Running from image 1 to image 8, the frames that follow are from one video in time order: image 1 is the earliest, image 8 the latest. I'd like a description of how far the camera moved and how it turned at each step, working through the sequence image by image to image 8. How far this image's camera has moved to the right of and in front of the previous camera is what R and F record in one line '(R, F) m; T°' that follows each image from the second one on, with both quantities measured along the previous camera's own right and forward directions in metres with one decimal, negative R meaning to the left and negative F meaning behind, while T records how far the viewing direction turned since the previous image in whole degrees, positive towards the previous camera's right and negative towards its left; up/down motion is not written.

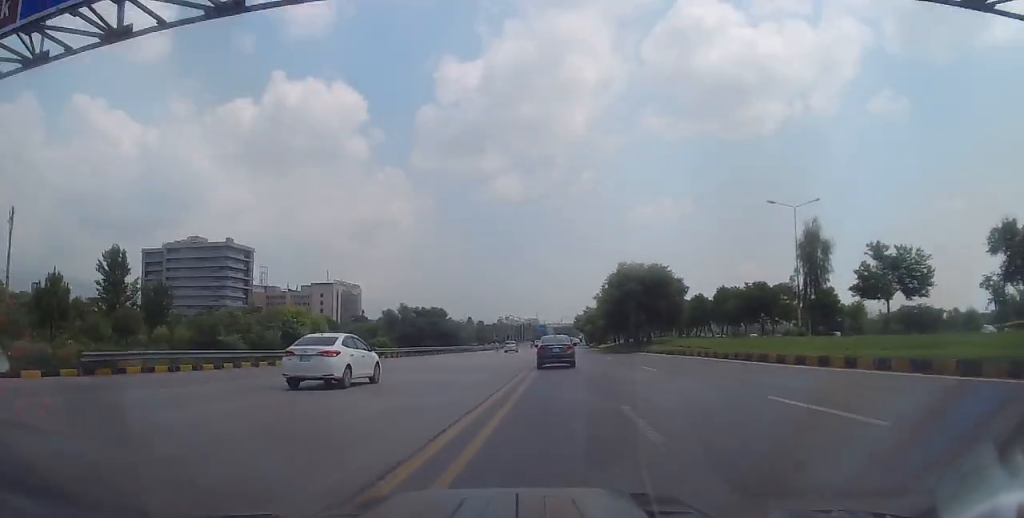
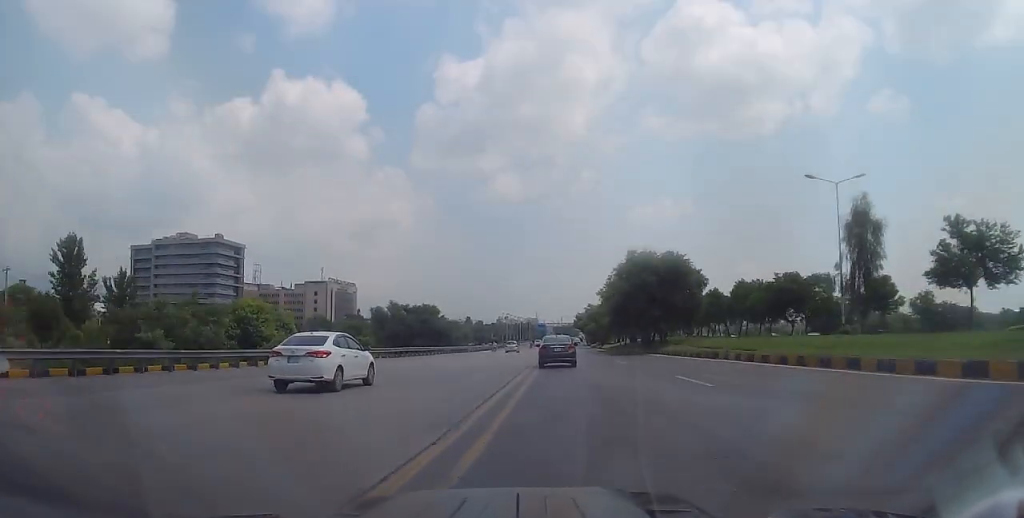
(-0.2, +8.1) m; 0°
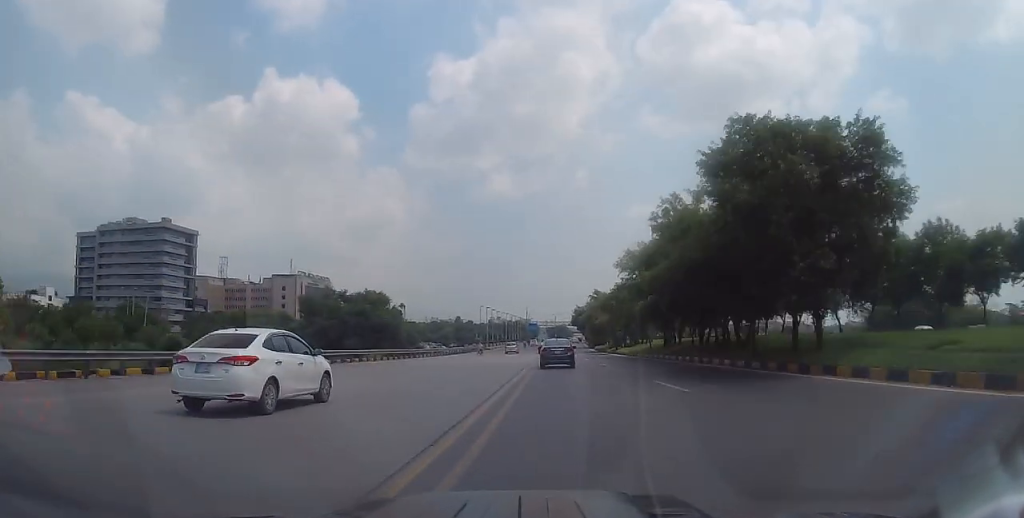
(+0.1, +32.3) m; +1°
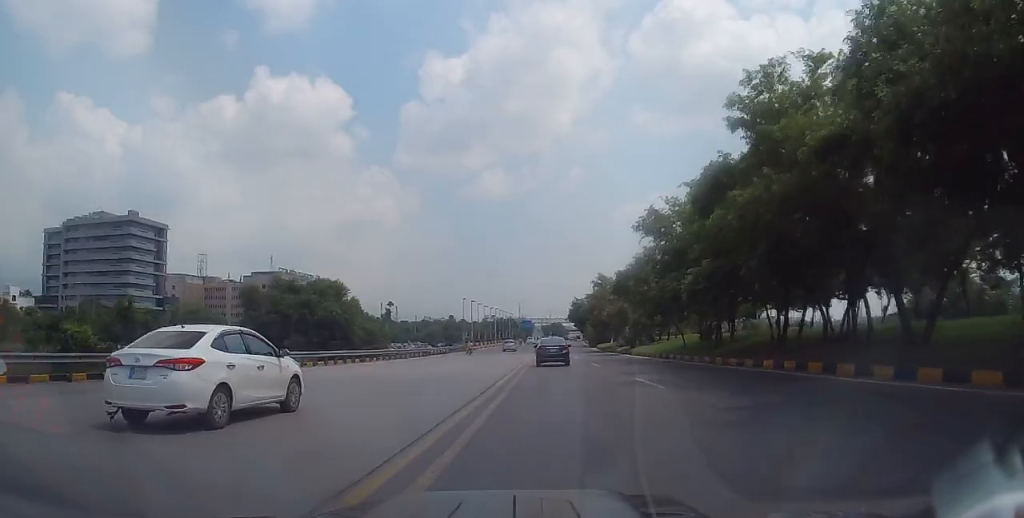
(0.0, +16.0) m; 0°
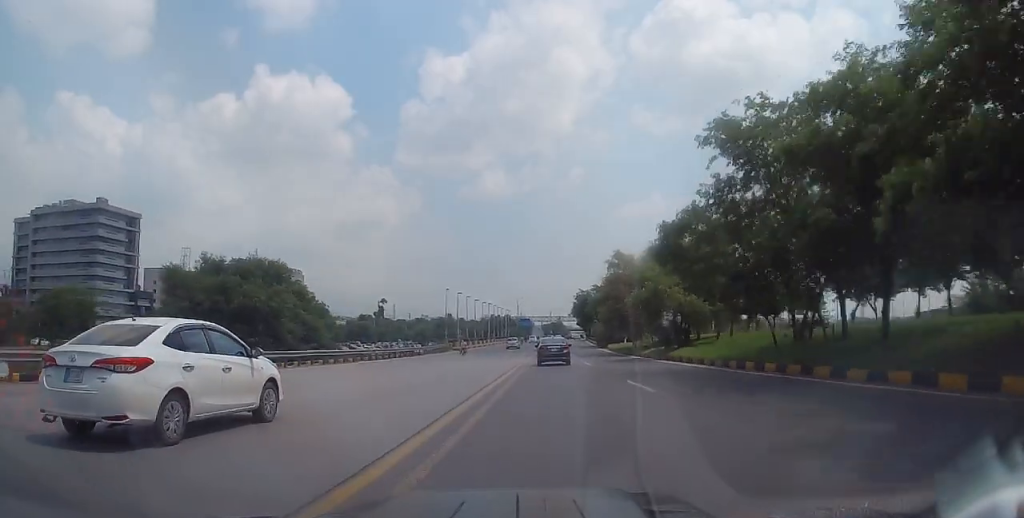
(0.0, +16.3) m; 0°
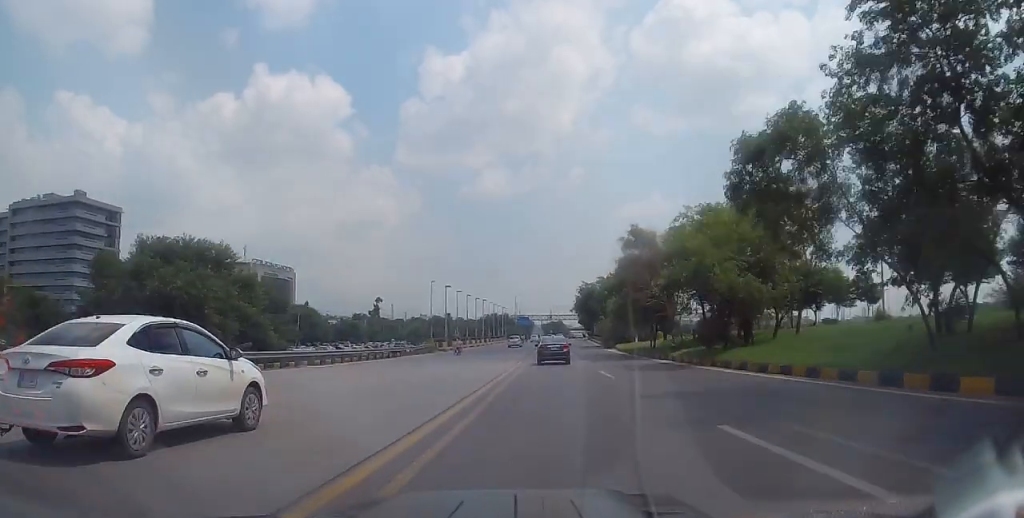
(+0.2, +10.4) m; -1°
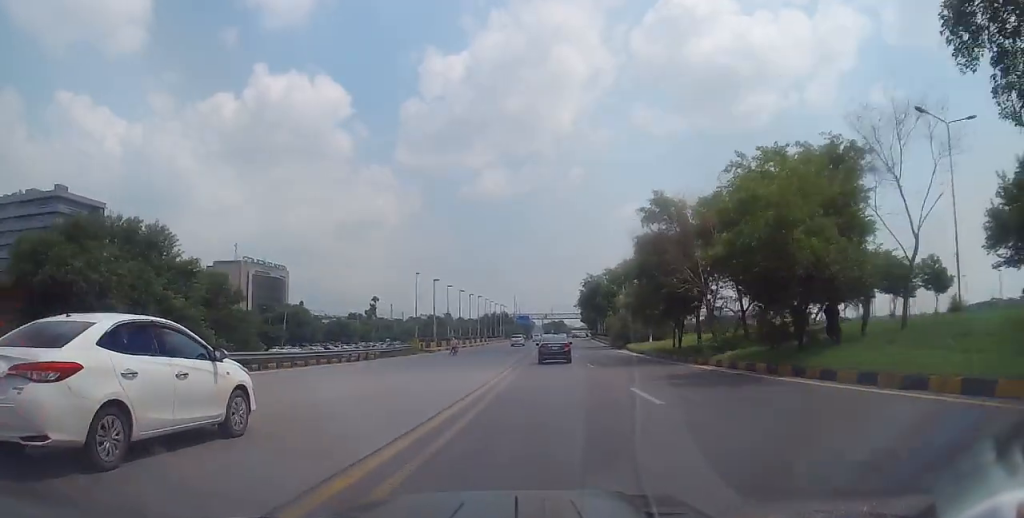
(0.0, +8.6) m; 0°
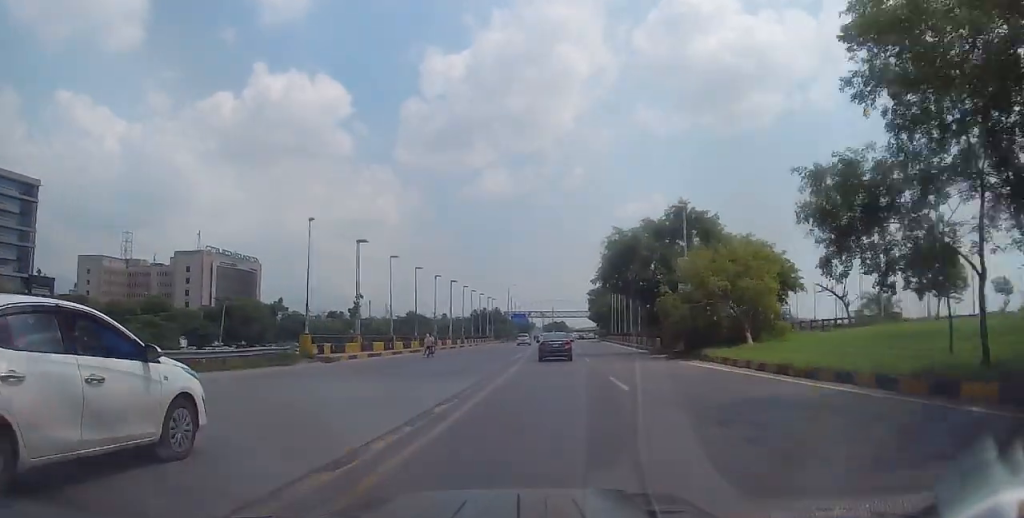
(0.0, +29.1) m; +2°
